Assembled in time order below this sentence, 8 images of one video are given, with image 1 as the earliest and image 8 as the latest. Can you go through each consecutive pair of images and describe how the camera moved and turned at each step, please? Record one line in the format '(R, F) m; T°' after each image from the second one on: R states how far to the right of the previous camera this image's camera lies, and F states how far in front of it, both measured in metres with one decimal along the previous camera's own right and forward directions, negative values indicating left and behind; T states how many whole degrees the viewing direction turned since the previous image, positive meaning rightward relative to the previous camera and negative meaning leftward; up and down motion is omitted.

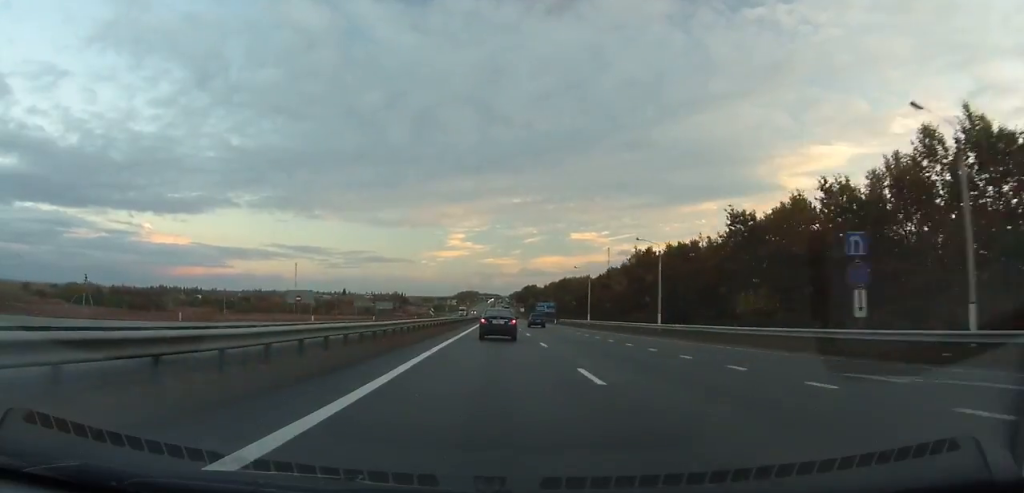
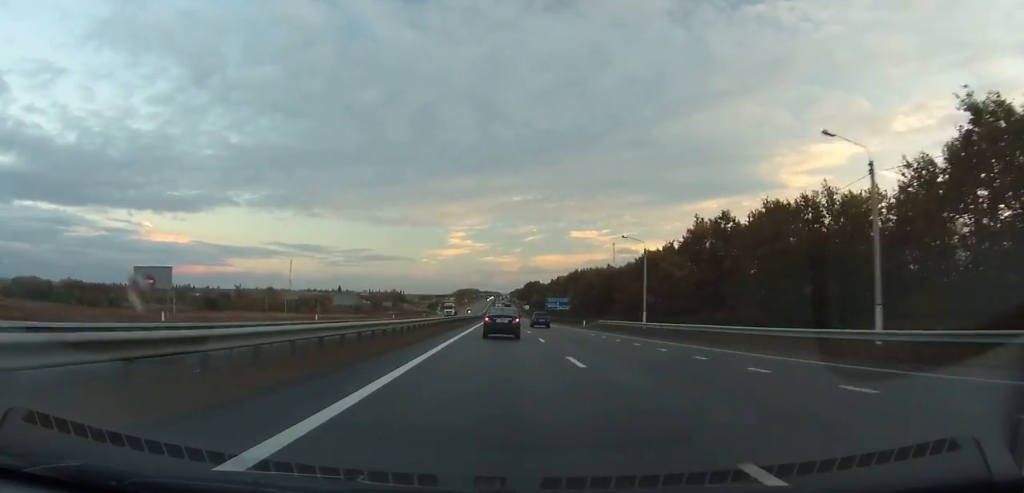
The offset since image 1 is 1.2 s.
(+0.1, +34.2) m; 0°
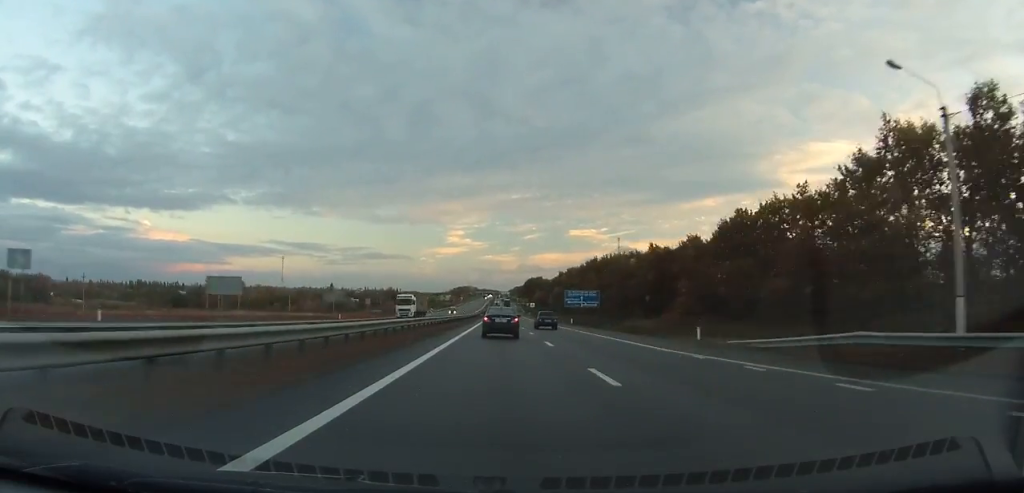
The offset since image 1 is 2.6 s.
(+0.1, +40.0) m; 0°
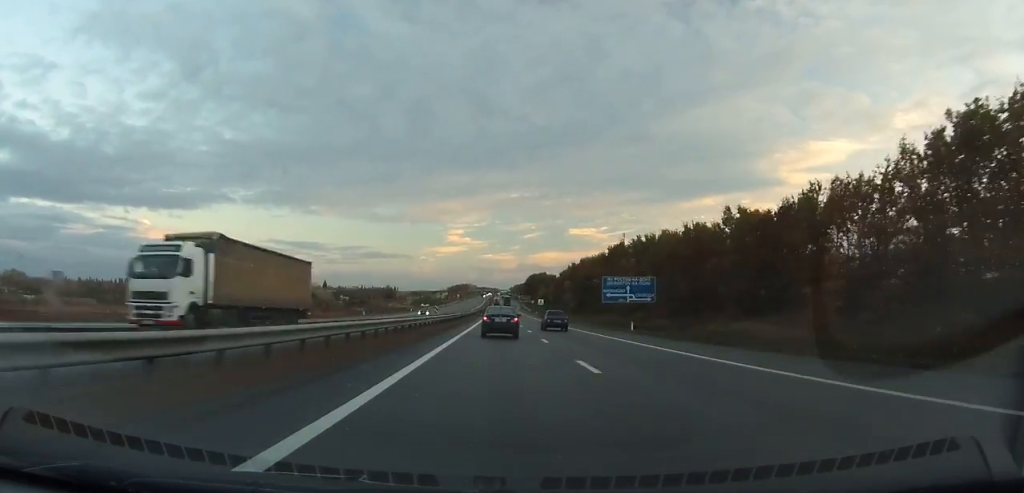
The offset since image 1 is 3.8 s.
(0.0, +33.6) m; 0°
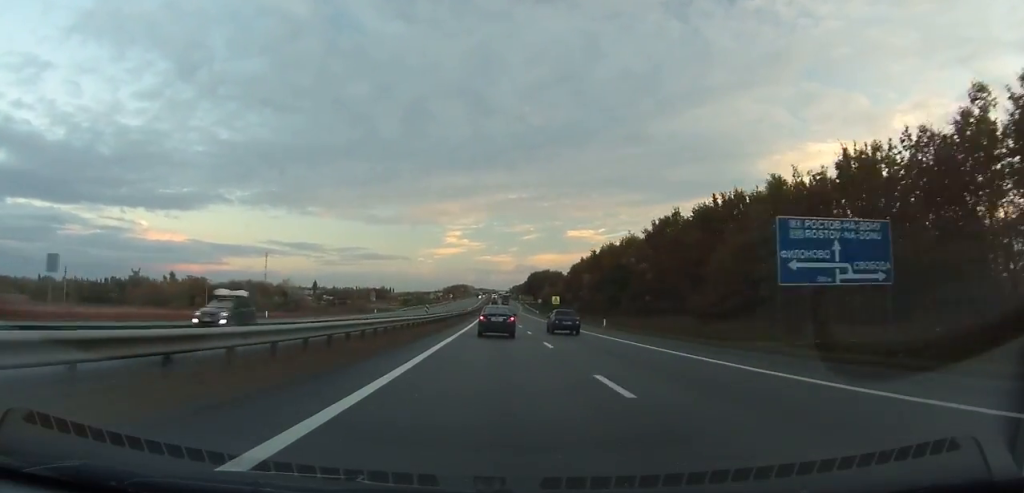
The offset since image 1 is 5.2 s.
(0.0, +38.8) m; 0°
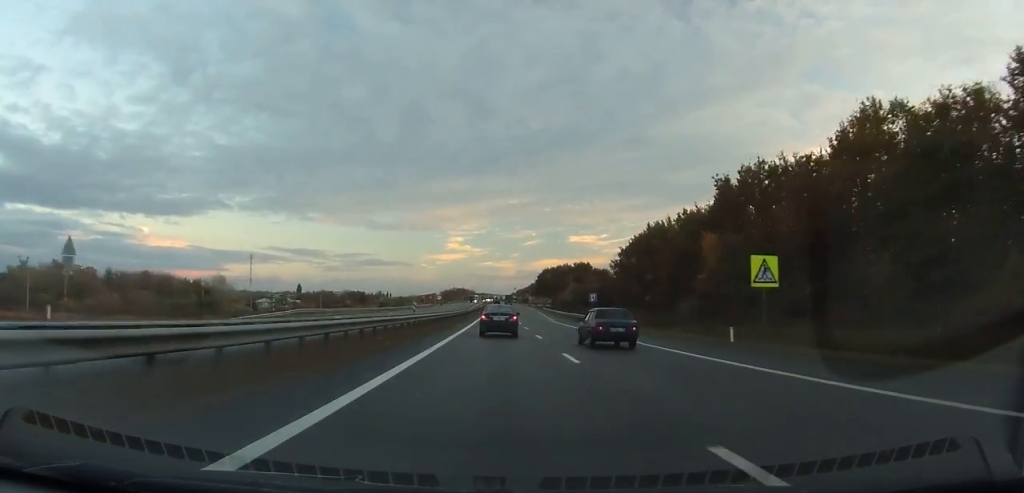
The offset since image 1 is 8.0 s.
(+0.1, +76.0) m; 0°
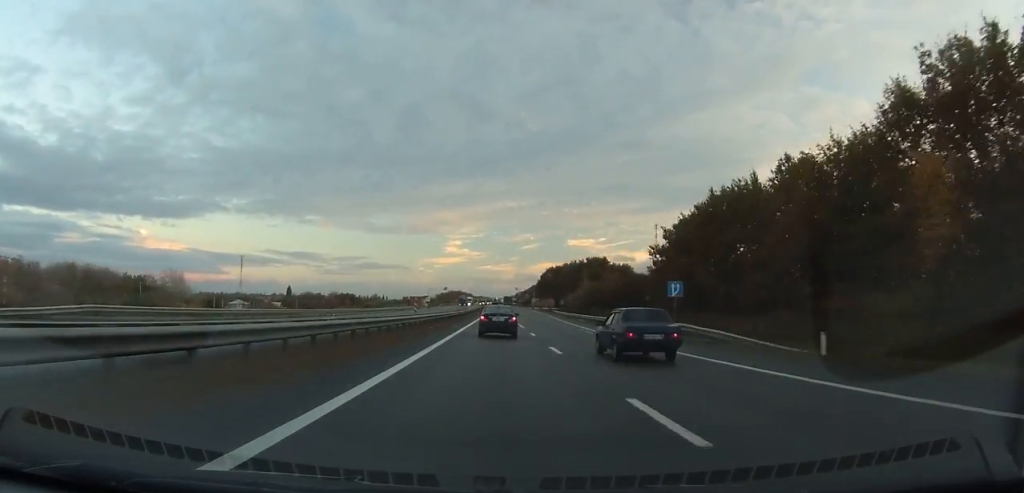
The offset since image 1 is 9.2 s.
(0.0, +32.5) m; 0°
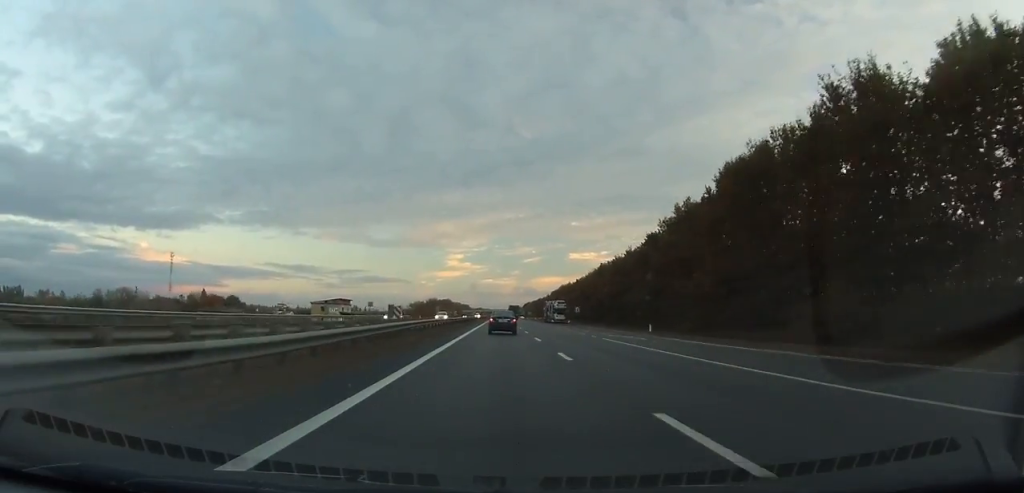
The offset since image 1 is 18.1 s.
(+0.6, +239.5) m; 0°
